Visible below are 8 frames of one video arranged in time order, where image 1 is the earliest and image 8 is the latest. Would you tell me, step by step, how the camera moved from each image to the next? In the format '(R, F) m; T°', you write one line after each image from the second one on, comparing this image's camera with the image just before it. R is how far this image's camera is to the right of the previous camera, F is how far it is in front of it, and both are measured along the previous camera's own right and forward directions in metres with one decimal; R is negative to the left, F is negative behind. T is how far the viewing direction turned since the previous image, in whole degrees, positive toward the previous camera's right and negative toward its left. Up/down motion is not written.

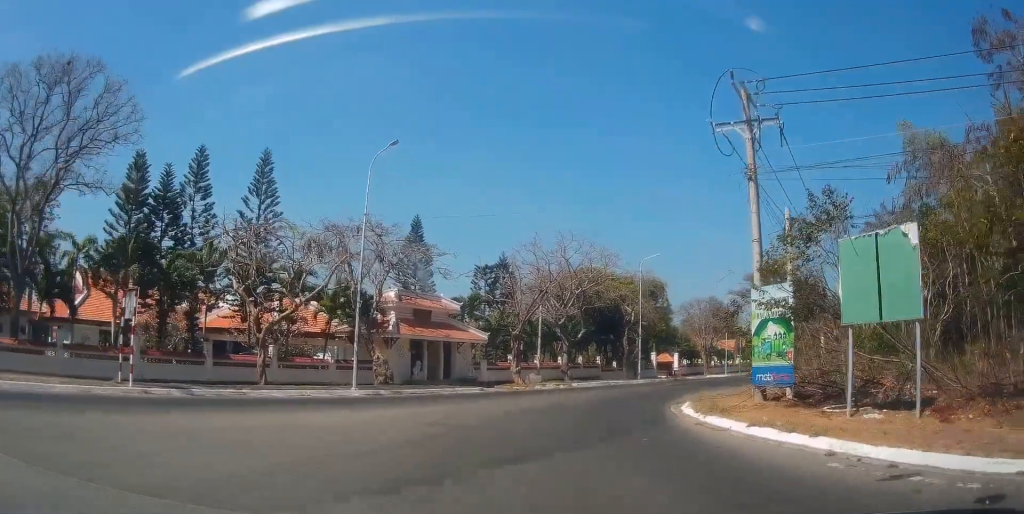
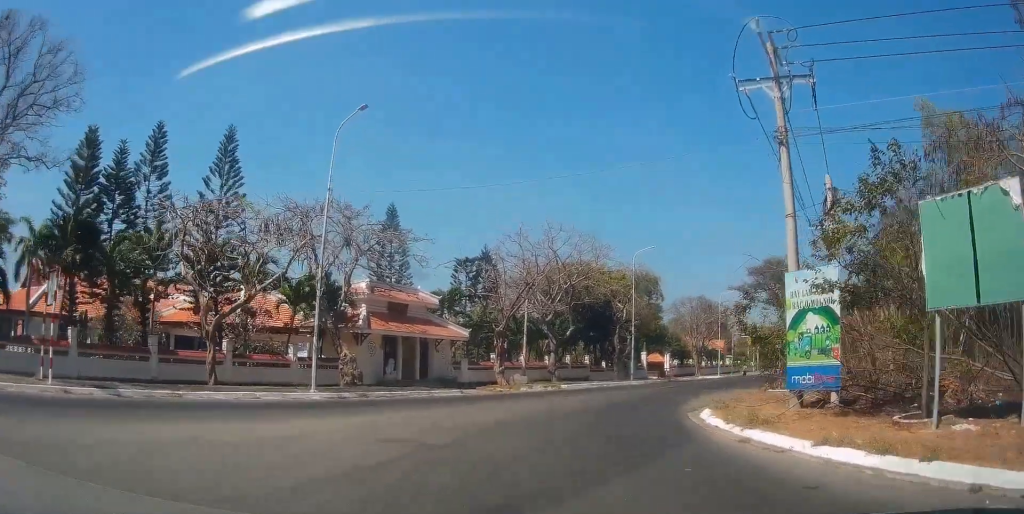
(+0.2, +3.4) m; +4°
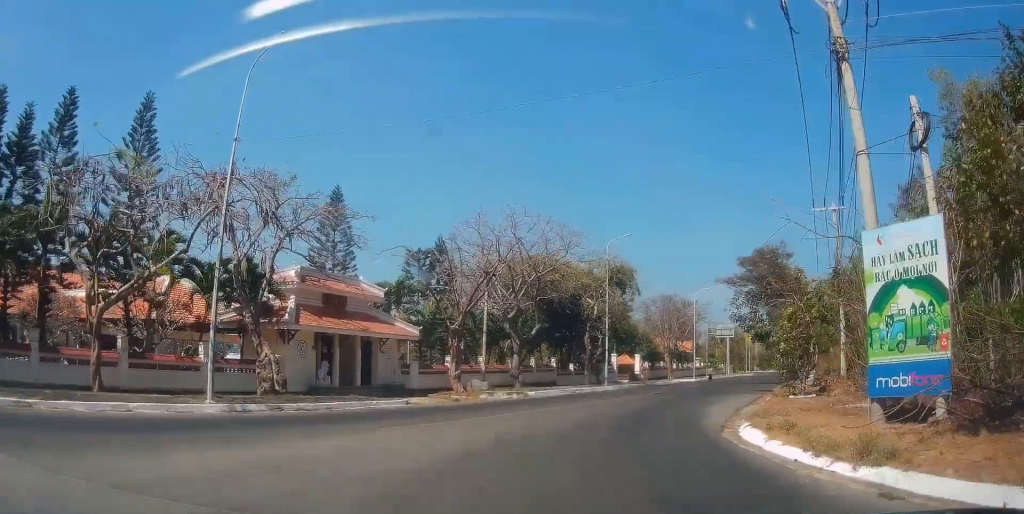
(+0.2, +5.2) m; +1°
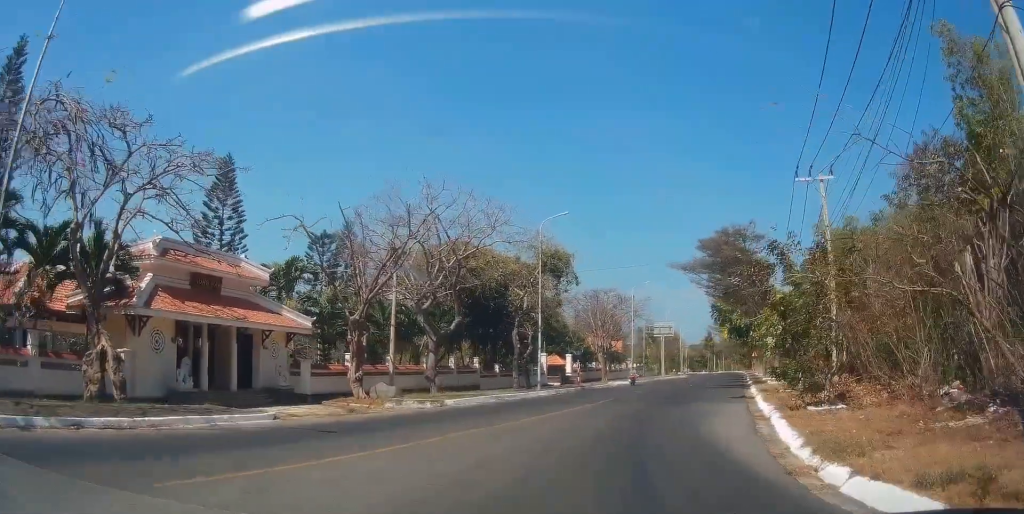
(-0.1, +6.6) m; +1°
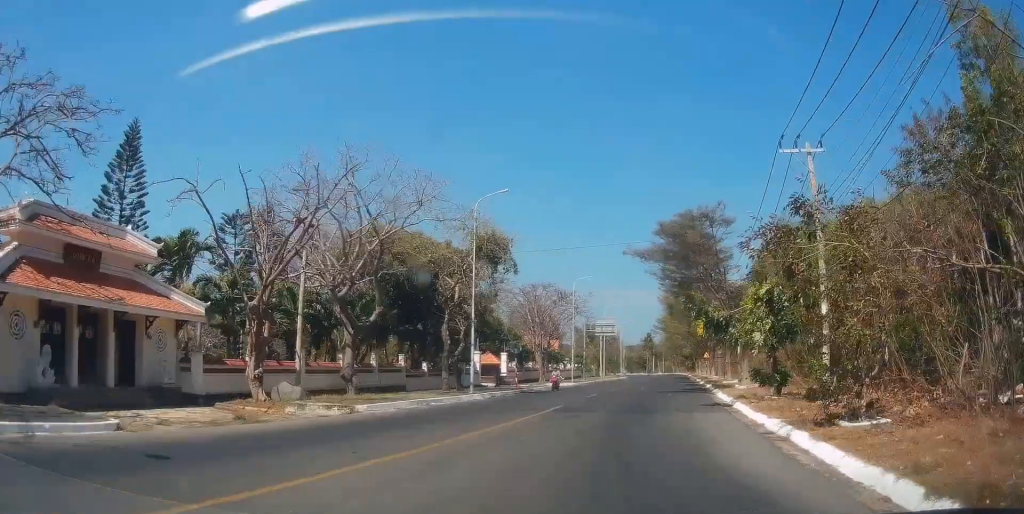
(+0.1, +4.8) m; +4°
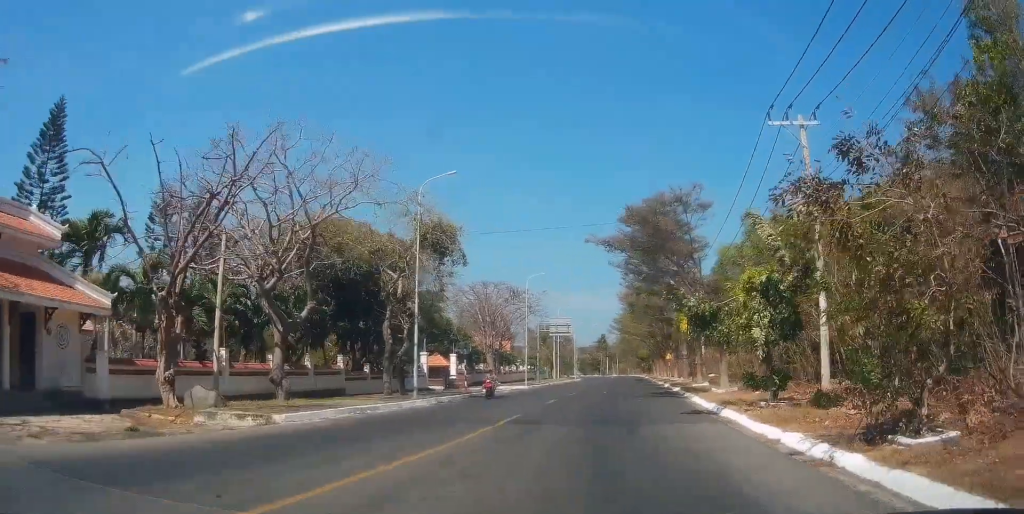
(+0.1, +3.5) m; +4°
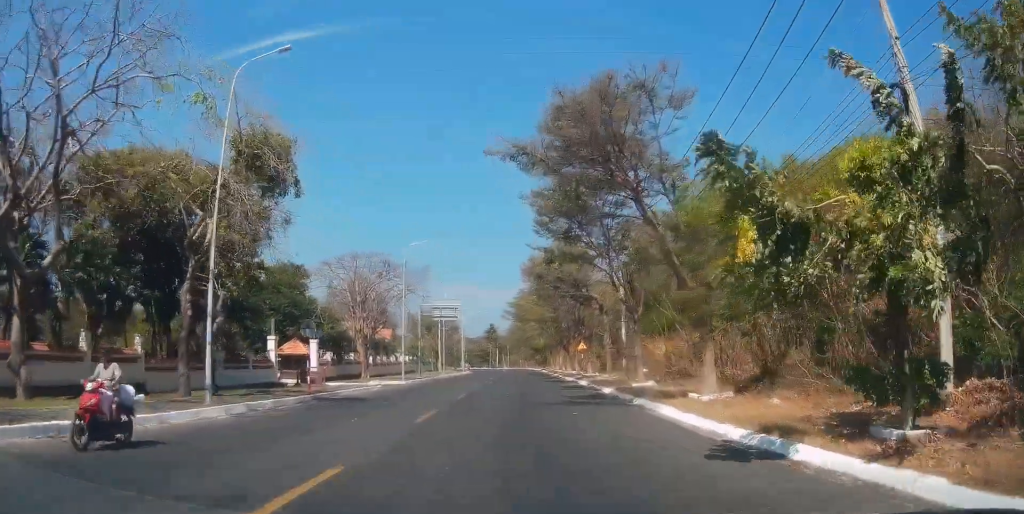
(+1.1, +11.3) m; +13°
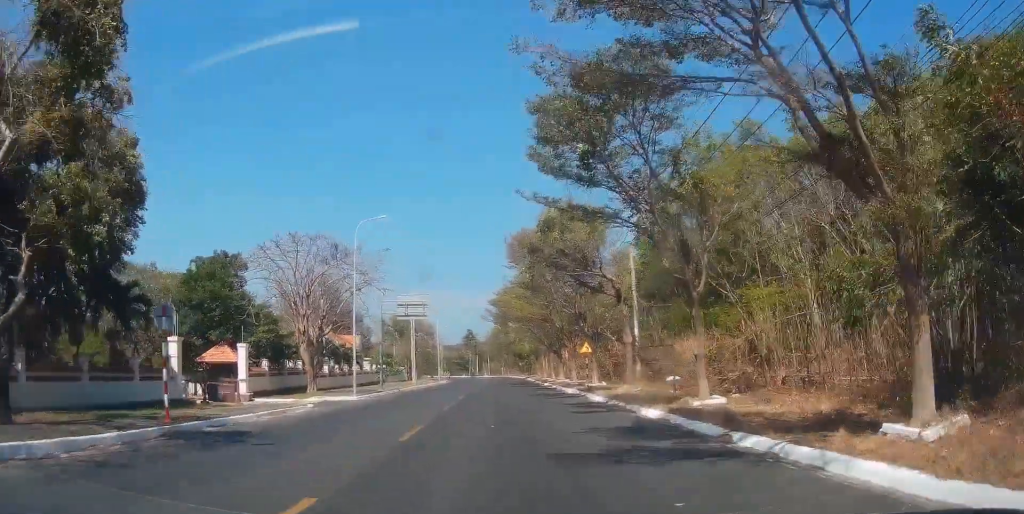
(+0.8, +10.4) m; +5°
